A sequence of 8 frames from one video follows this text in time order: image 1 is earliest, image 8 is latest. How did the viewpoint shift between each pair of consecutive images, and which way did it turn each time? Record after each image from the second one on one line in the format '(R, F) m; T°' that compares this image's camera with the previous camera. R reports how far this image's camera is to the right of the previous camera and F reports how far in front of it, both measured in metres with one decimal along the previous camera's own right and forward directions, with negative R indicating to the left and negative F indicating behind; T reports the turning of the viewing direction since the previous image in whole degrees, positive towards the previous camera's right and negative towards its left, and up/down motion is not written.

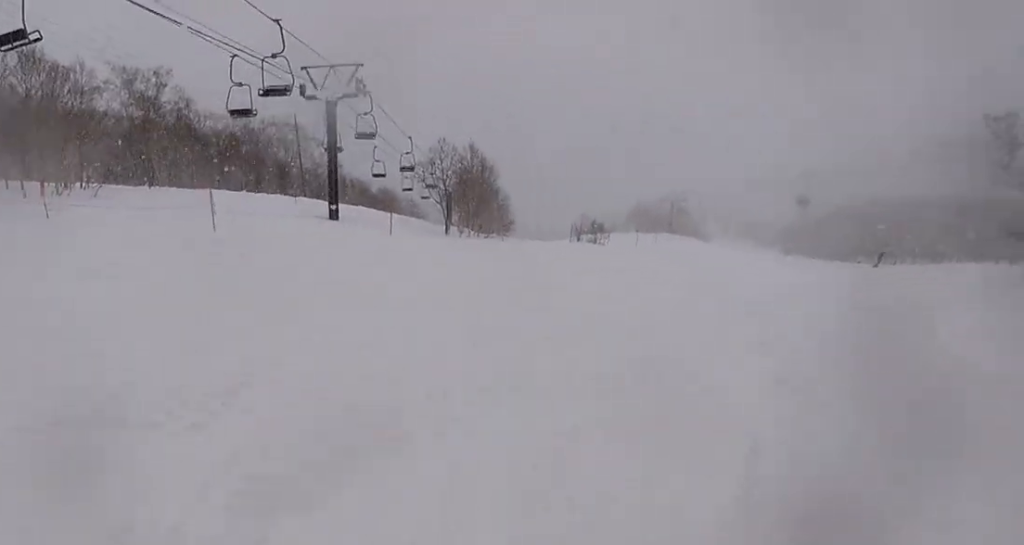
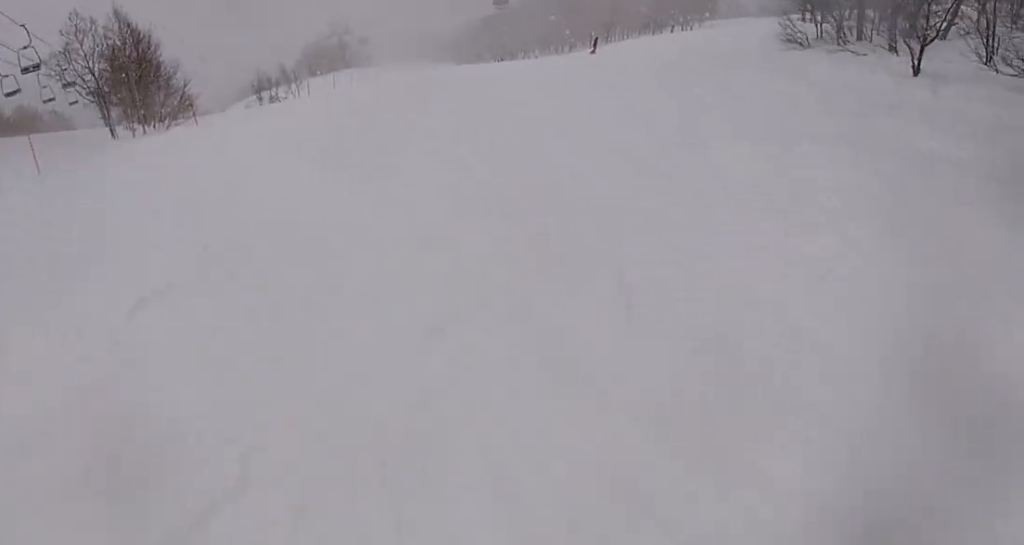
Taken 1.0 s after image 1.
(+0.5, +8.0) m; +17°
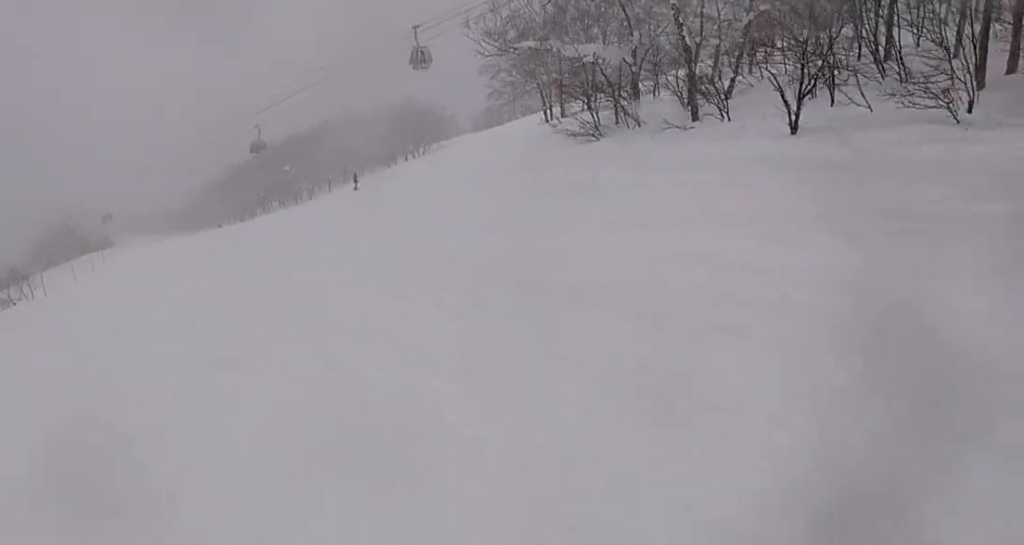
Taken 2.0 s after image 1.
(+1.7, +7.3) m; +17°
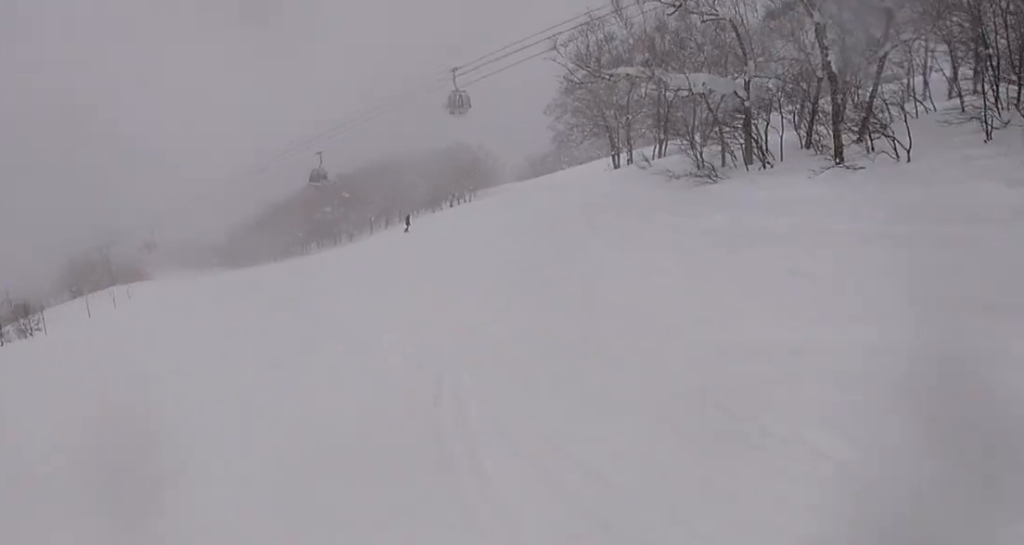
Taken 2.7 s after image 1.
(+0.5, +5.9) m; +12°
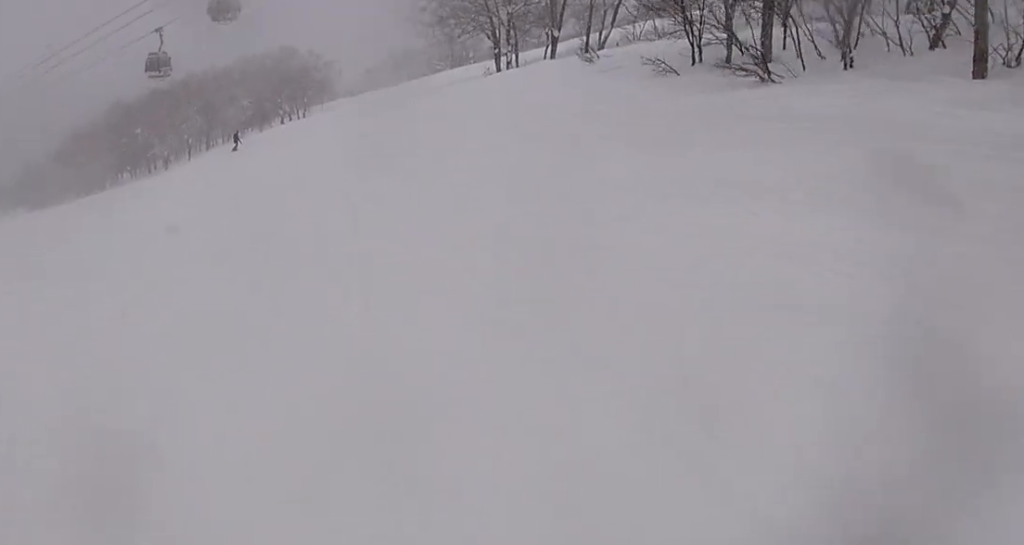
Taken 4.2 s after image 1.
(+3.2, +11.6) m; +21°
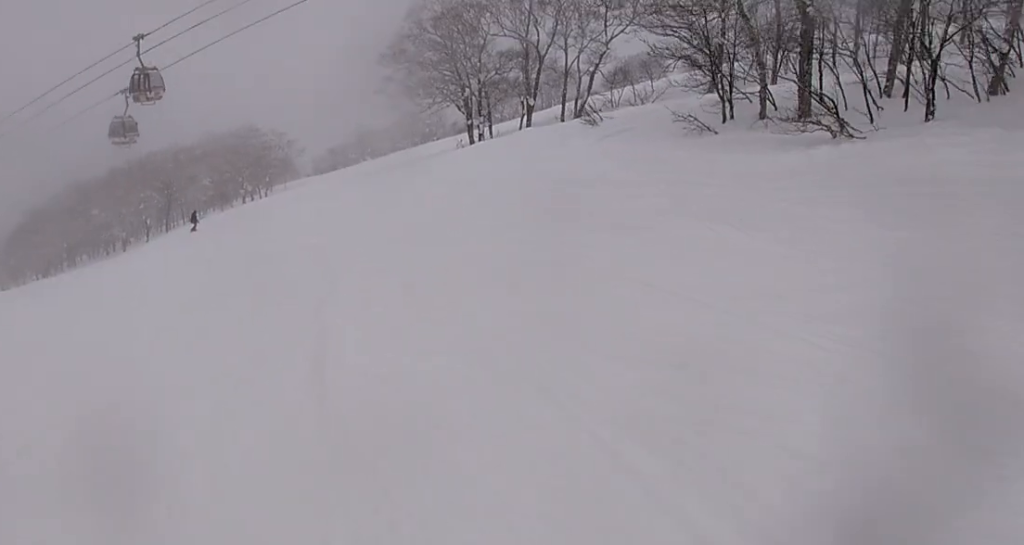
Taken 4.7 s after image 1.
(-0.2, +4.5) m; +1°
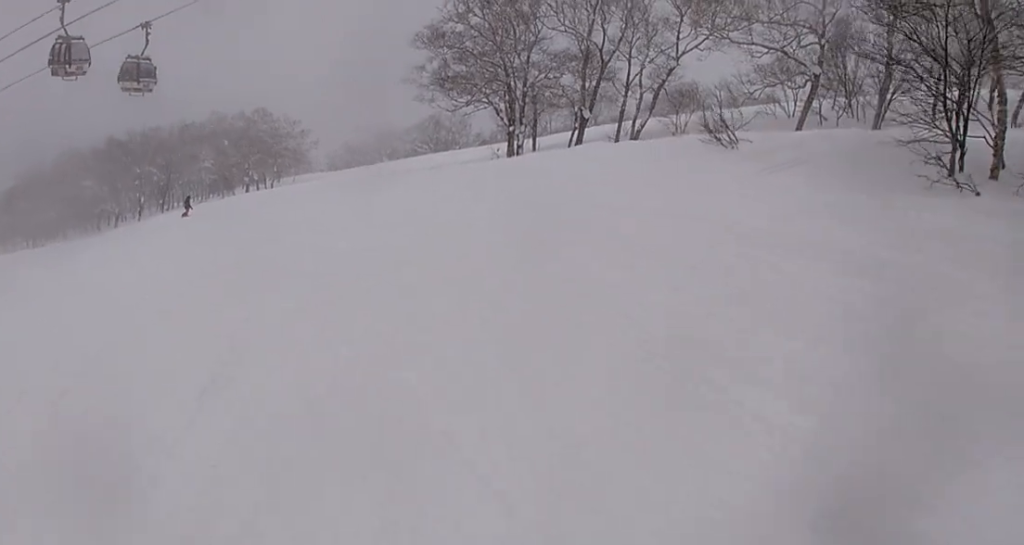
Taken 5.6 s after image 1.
(-0.5, +7.8) m; -3°
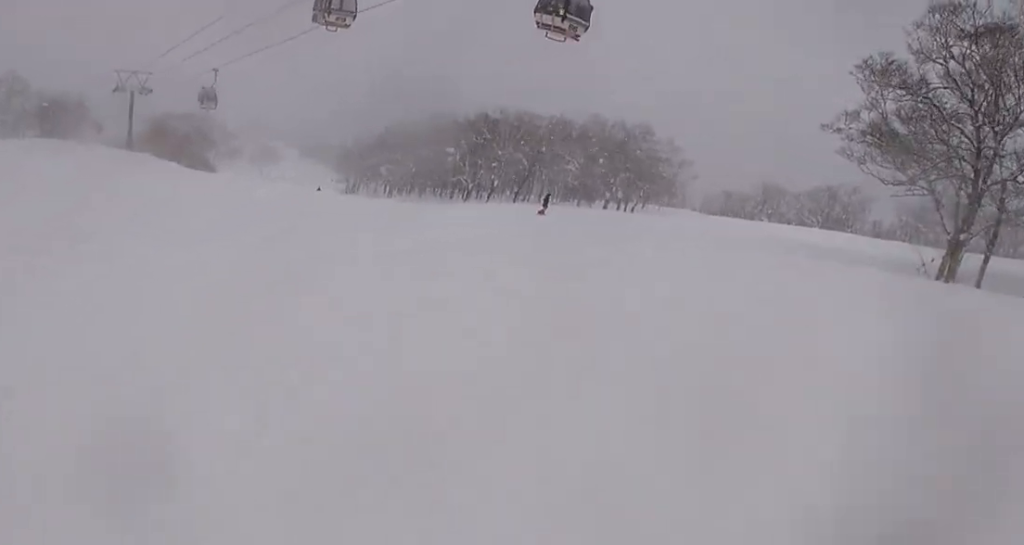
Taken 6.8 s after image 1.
(-0.4, +9.7) m; -23°
